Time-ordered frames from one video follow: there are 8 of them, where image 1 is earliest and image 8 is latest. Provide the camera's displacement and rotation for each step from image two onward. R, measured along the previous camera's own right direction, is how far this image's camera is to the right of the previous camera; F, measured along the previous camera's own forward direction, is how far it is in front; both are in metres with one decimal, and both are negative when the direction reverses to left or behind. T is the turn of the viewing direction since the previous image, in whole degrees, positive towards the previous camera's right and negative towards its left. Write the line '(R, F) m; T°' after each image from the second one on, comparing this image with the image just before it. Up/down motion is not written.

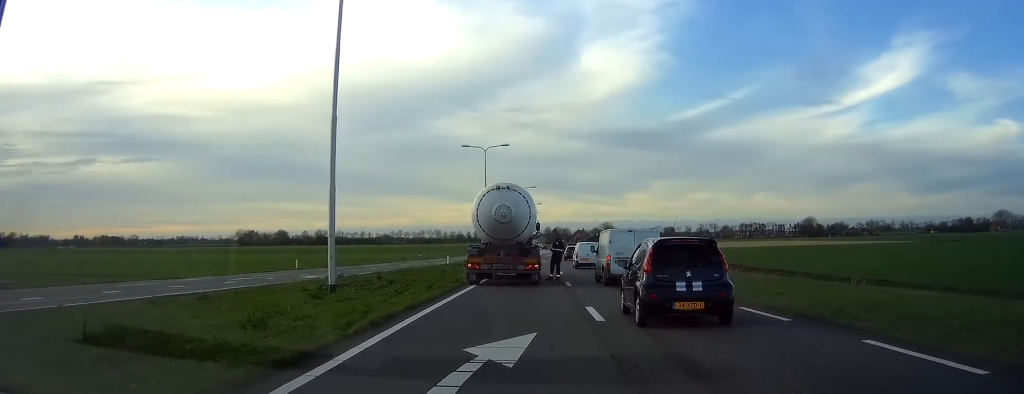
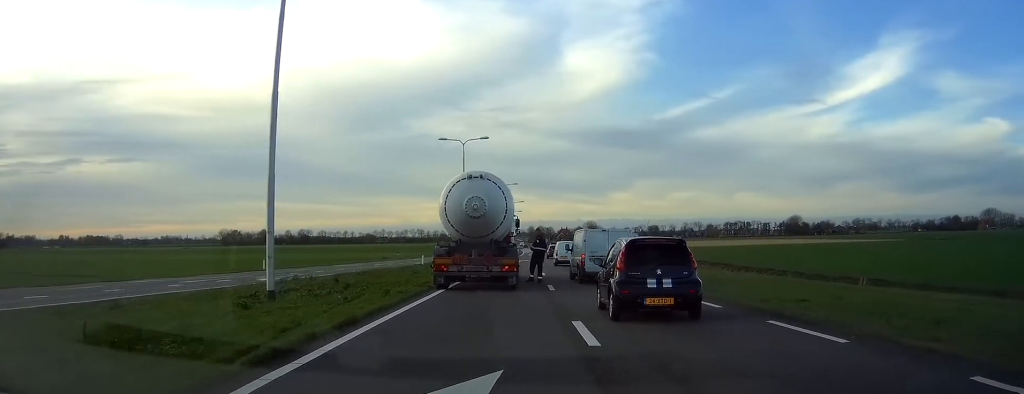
(0.0, +2.7) m; 0°
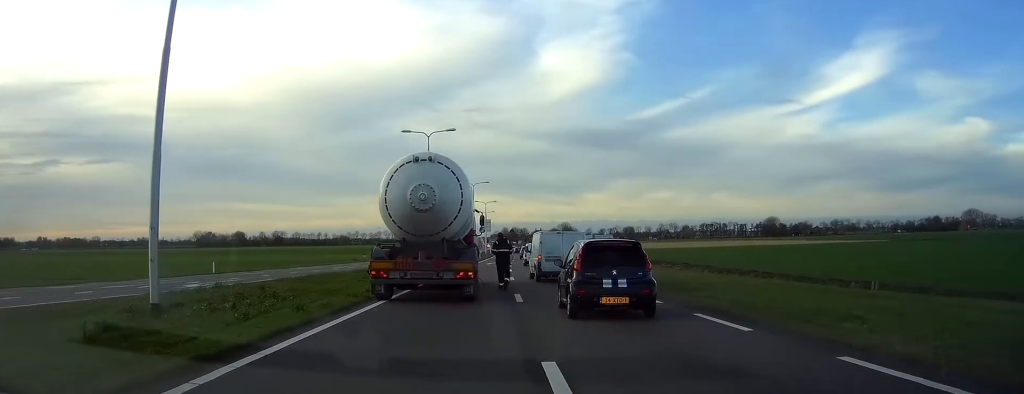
(0.0, +3.8) m; +1°
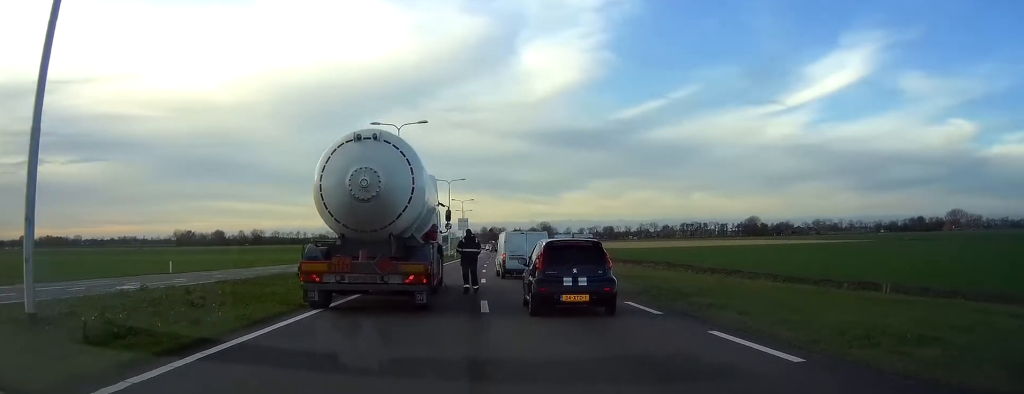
(-0.1, +2.5) m; +1°
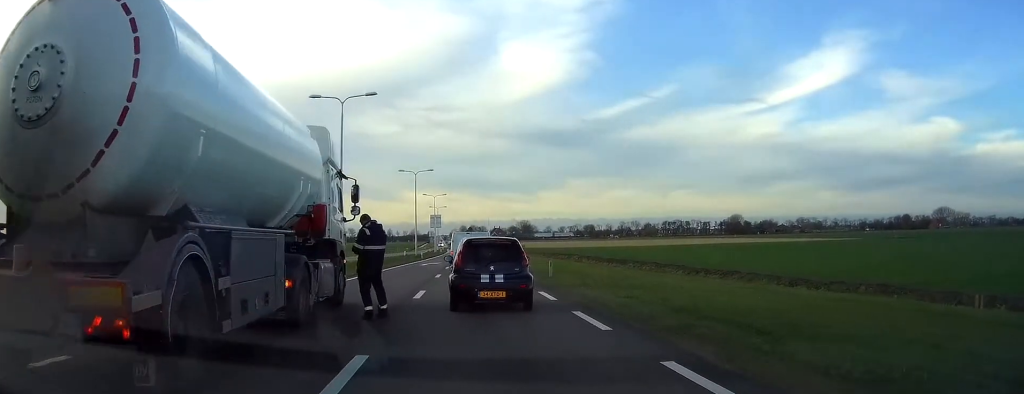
(+0.2, +7.8) m; 0°
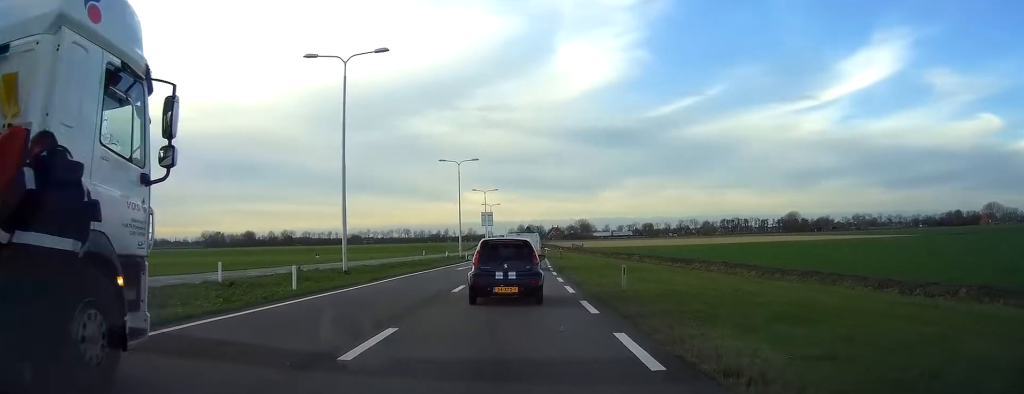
(-0.3, +8.6) m; -6°
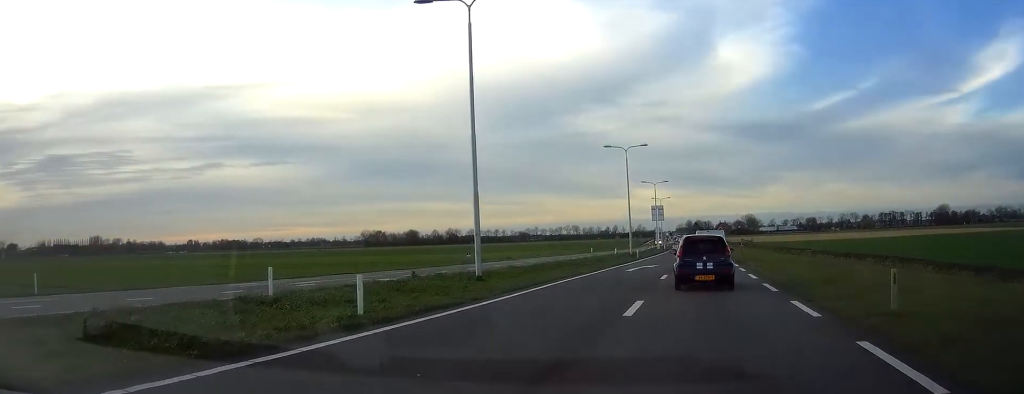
(-0.4, +7.3) m; -8°
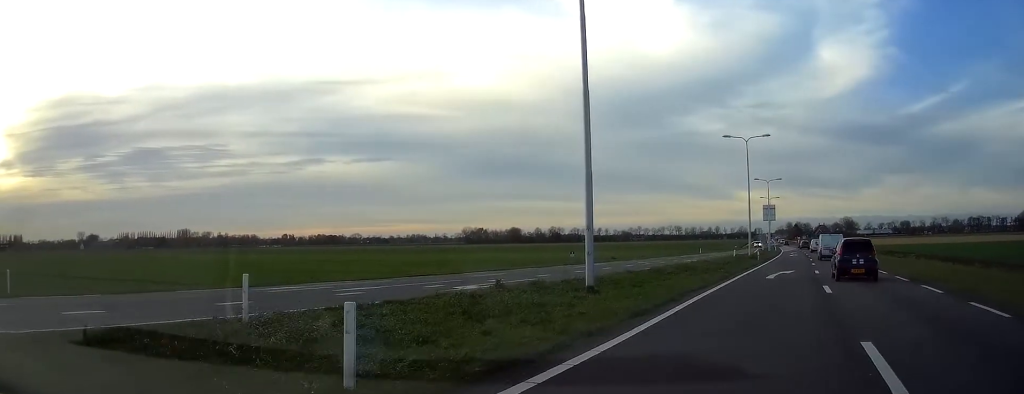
(-0.6, +6.6) m; -9°
